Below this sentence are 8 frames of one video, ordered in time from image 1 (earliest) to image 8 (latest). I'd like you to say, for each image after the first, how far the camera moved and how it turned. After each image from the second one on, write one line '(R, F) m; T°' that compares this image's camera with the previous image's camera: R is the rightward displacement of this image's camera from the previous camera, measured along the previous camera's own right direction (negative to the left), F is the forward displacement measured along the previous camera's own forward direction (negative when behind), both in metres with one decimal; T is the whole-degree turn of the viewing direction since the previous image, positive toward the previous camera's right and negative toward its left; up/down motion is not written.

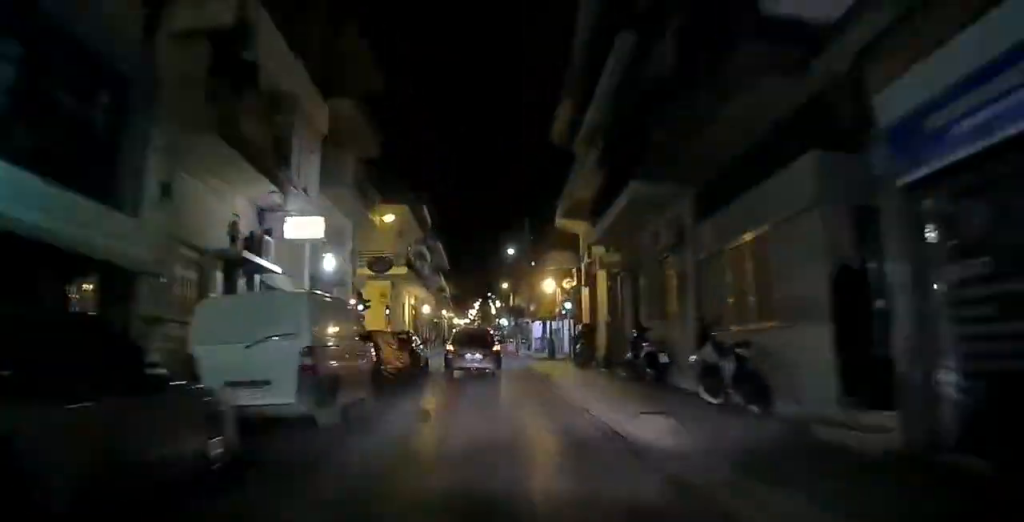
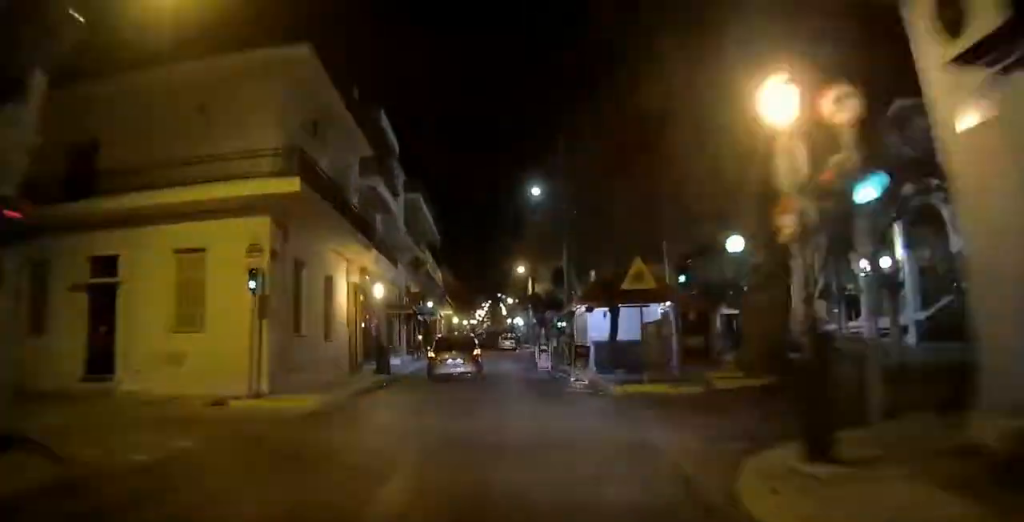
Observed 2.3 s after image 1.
(+0.3, +20.5) m; -1°
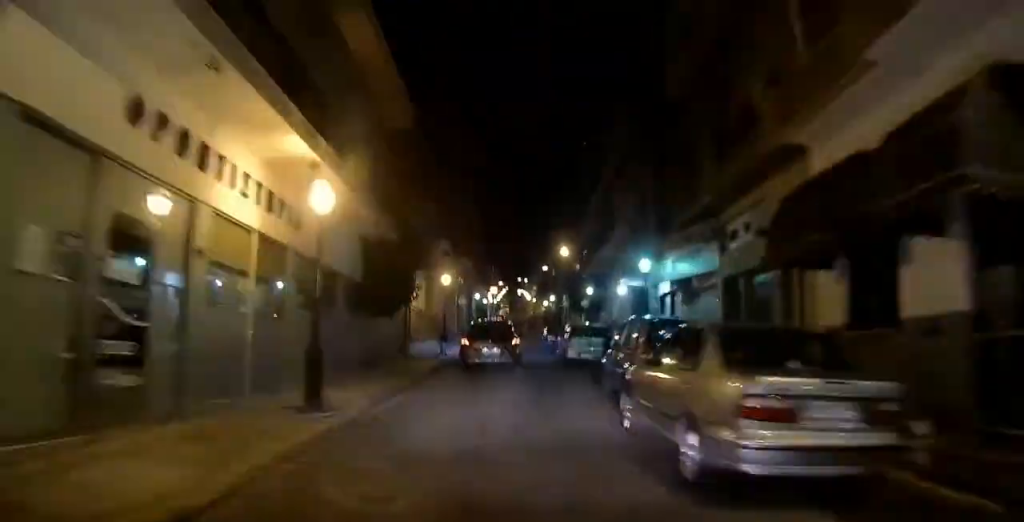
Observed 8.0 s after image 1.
(-1.0, +51.0) m; 0°
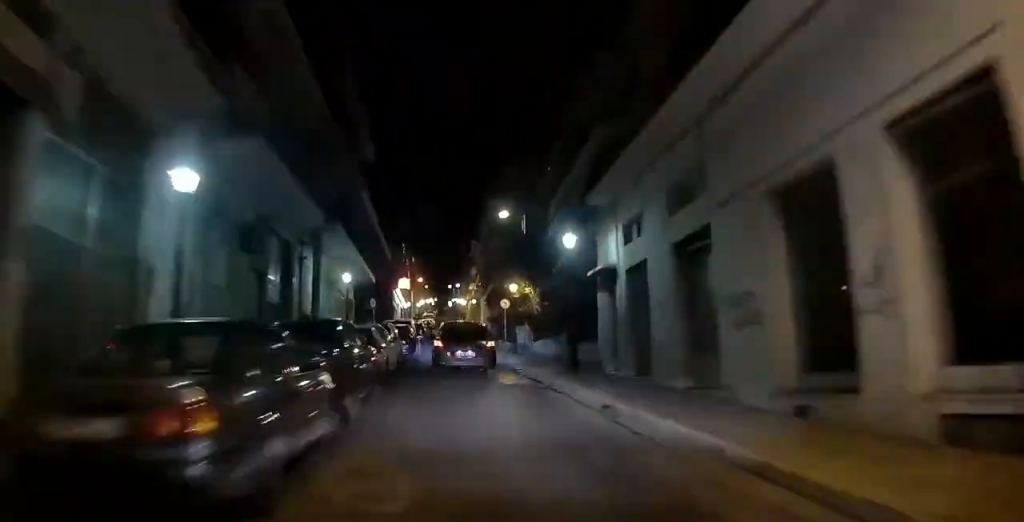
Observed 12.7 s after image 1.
(+1.4, +43.2) m; 0°
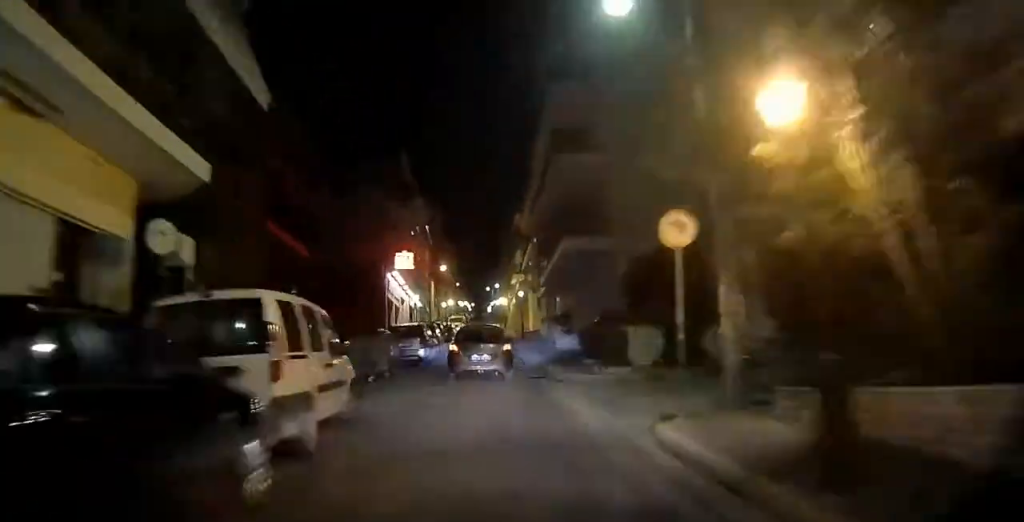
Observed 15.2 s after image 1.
(-0.2, +23.1) m; 0°
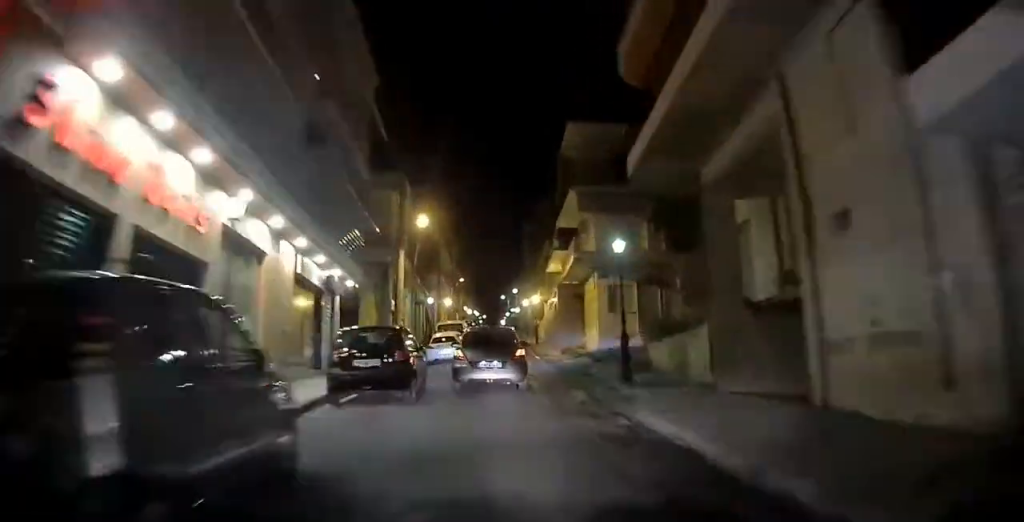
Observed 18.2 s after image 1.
(-0.9, +27.7) m; -1°
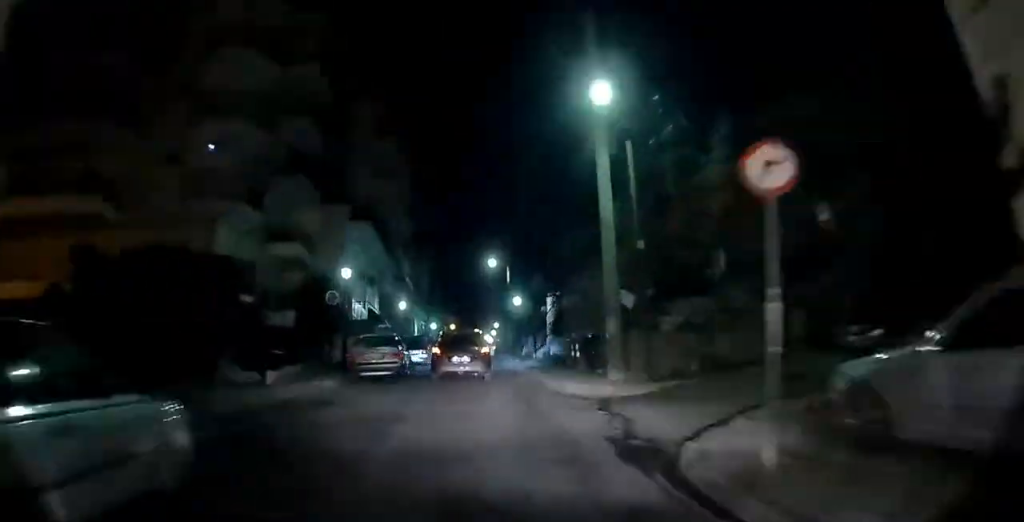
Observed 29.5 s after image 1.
(+0.3, +100.5) m; -1°
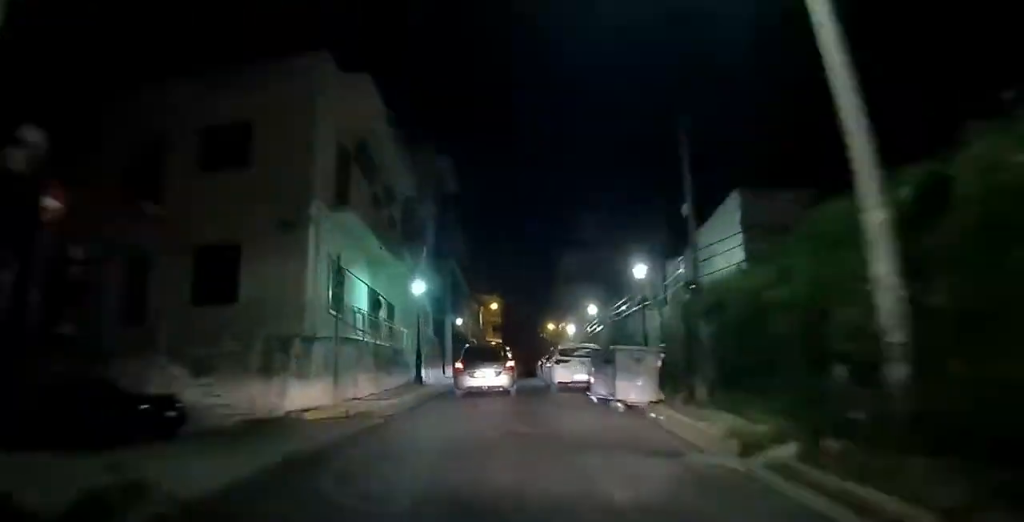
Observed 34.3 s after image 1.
(-0.8, +40.0) m; -1°
